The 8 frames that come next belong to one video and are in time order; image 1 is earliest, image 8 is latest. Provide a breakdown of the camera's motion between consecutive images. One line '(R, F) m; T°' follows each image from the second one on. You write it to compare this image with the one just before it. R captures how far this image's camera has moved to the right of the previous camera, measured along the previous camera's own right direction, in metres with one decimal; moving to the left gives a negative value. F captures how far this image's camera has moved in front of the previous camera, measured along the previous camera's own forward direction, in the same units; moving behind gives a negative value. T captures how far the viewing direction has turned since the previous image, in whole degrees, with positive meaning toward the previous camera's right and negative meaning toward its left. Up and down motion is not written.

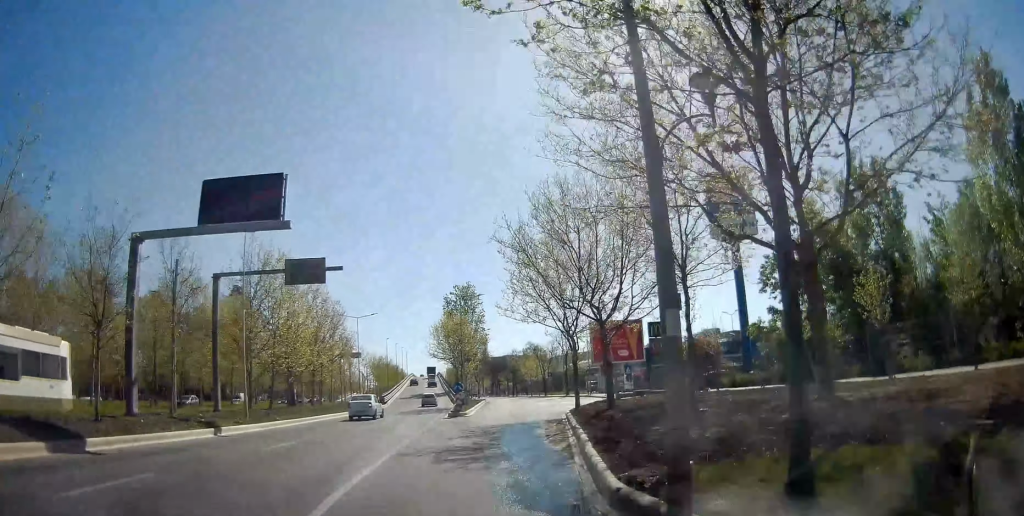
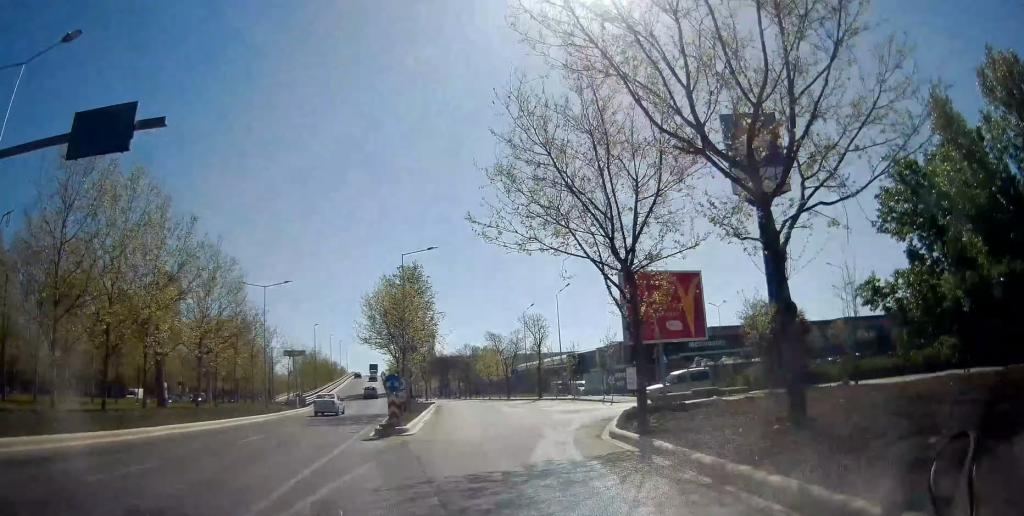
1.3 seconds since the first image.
(+0.5, +15.3) m; +4°
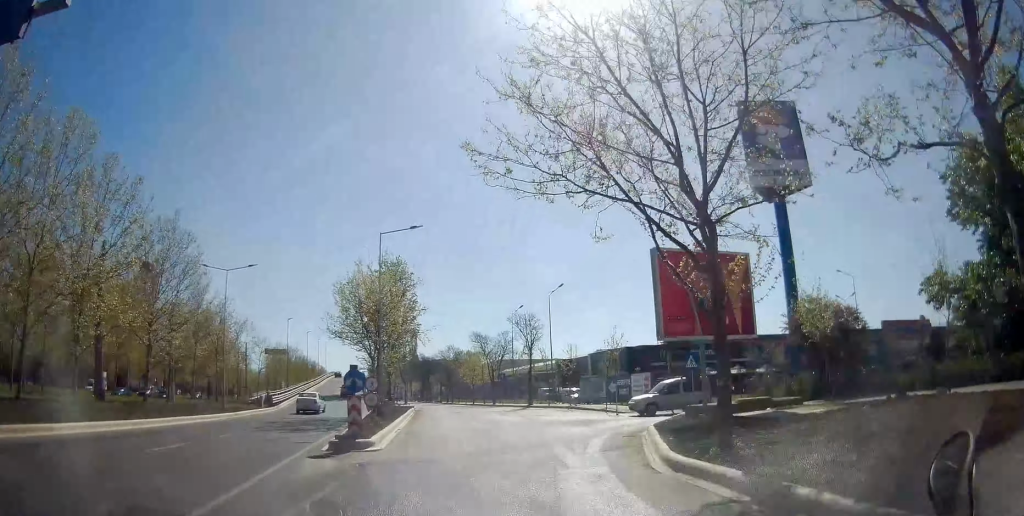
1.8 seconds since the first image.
(+0.1, +4.9) m; +1°
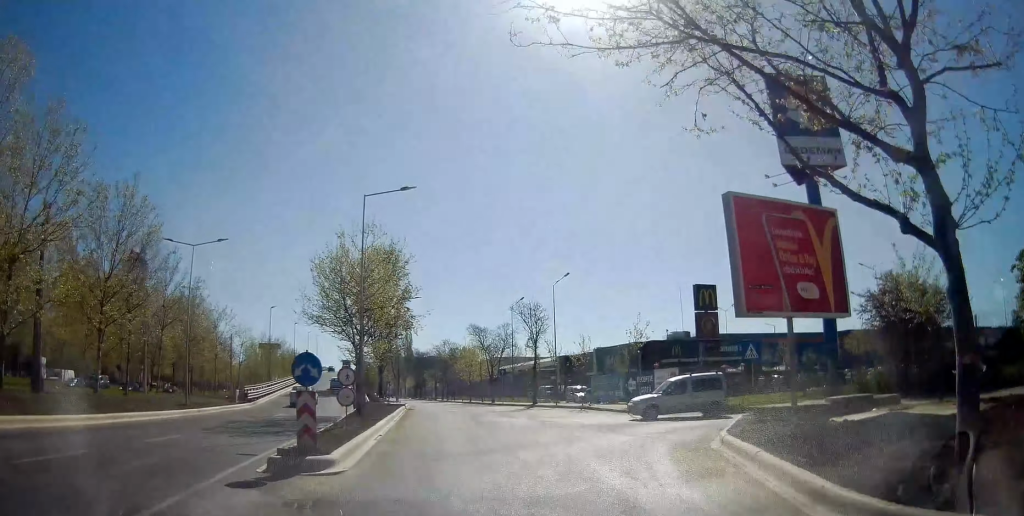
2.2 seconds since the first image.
(0.0, +4.8) m; 0°
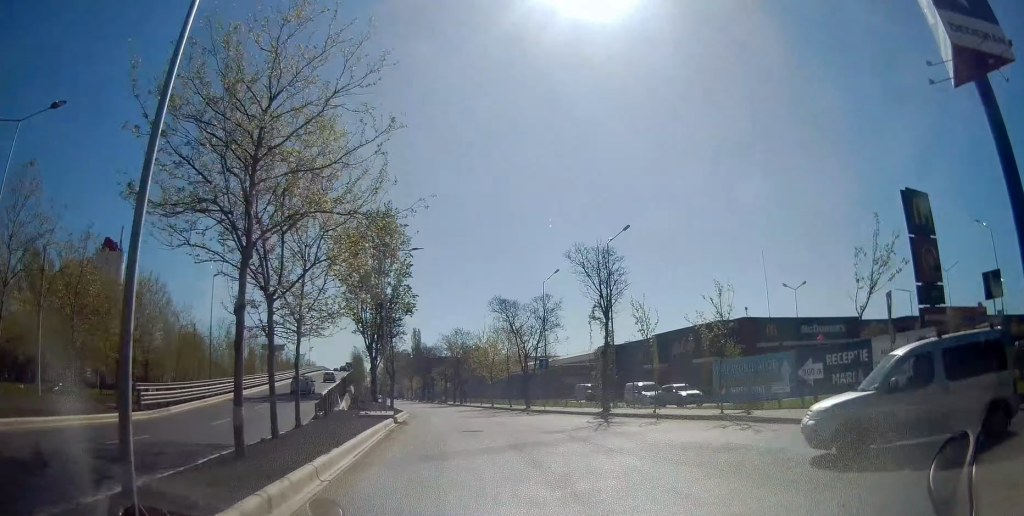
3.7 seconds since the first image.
(0.0, +17.1) m; 0°
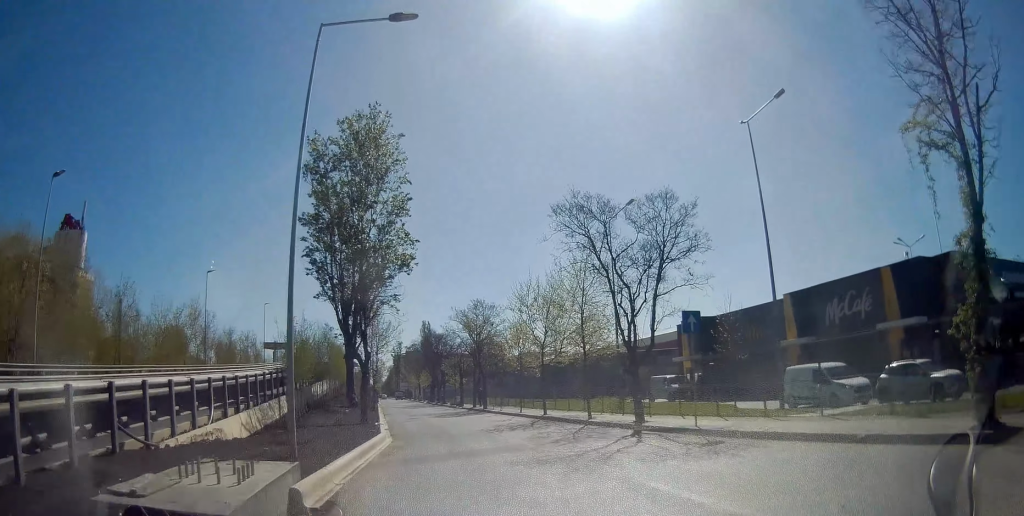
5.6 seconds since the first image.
(+0.9, +20.7) m; 0°
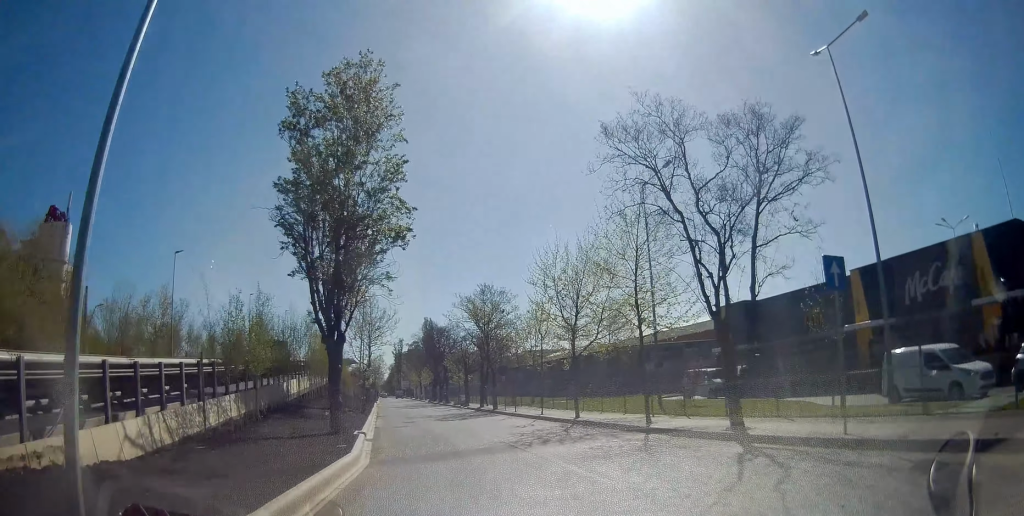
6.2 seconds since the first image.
(-0.4, +6.3) m; -1°
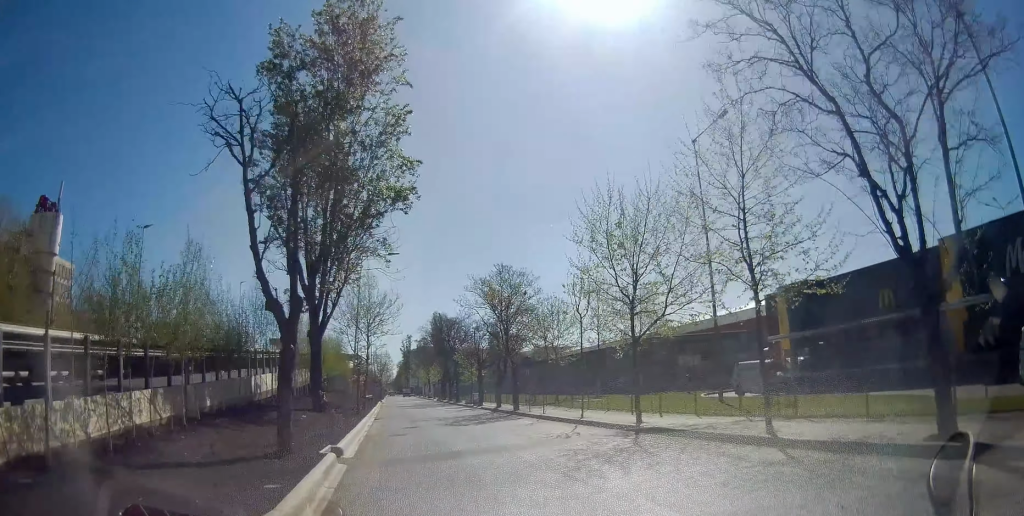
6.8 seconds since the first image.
(-0.1, +6.0) m; -1°
